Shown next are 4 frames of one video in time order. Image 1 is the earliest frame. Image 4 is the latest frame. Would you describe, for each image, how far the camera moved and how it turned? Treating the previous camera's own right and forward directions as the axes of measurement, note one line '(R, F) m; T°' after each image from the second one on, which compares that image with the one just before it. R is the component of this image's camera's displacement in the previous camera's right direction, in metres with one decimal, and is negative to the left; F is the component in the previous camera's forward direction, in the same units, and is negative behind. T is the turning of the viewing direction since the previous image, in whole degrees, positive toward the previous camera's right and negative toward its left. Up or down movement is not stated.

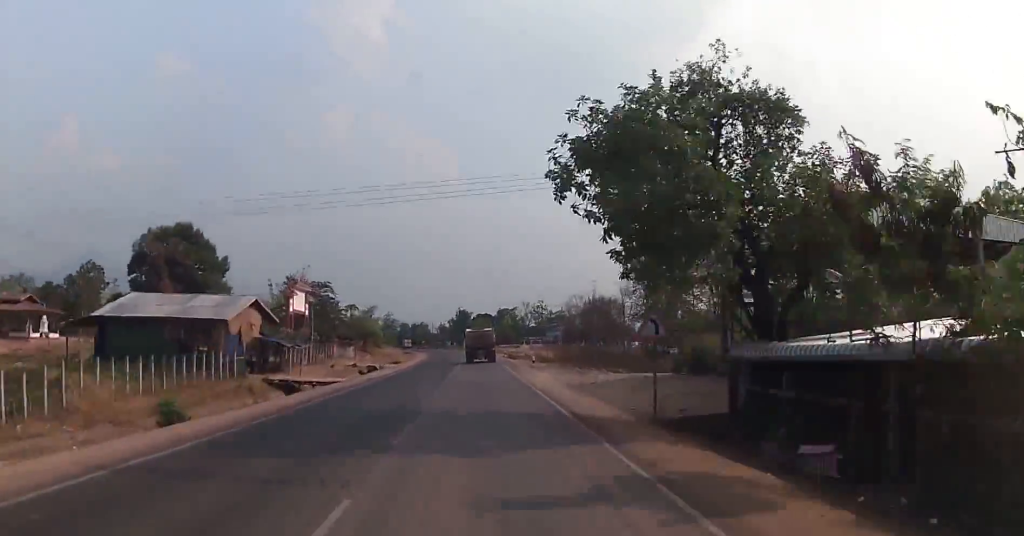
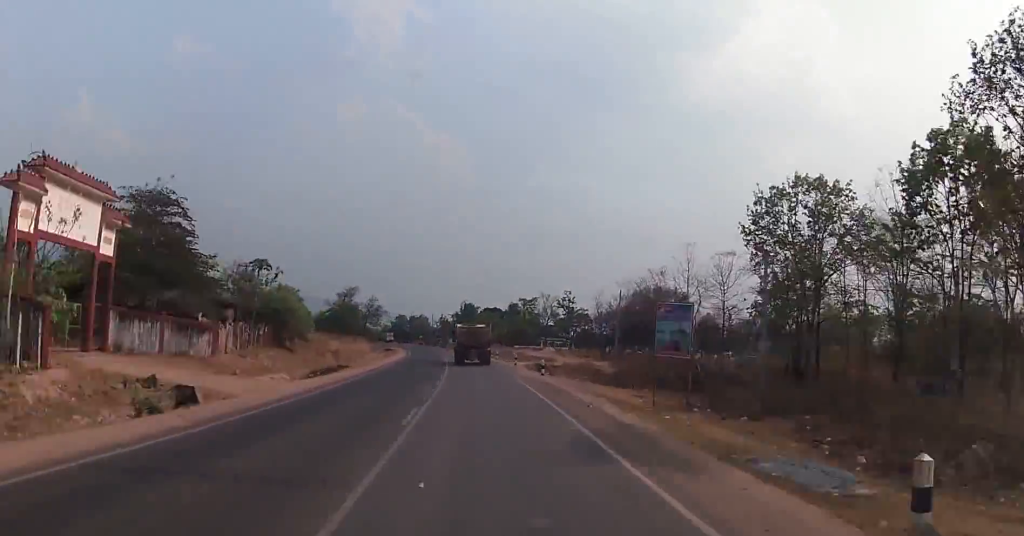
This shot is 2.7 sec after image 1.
(+0.1, +35.5) m; -1°
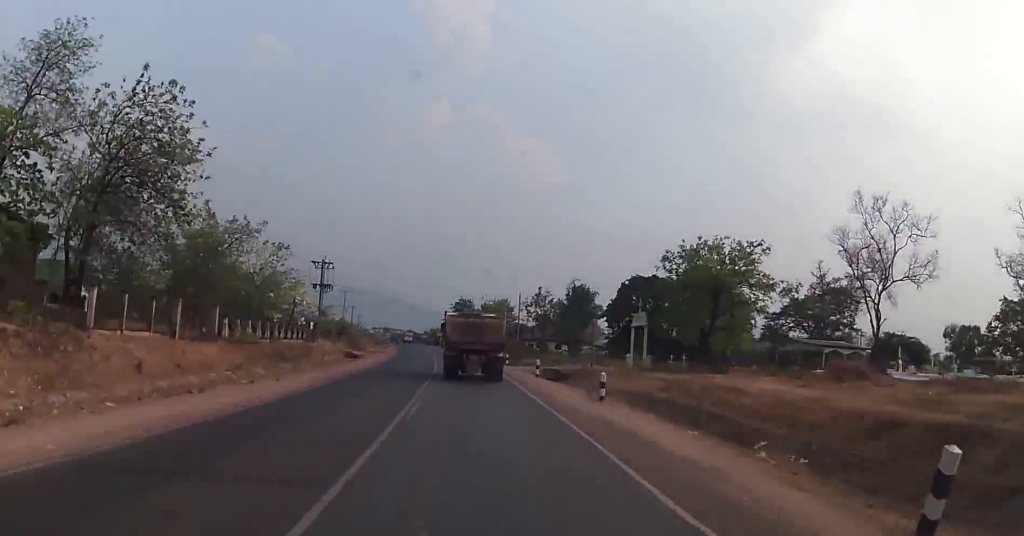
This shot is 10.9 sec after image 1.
(-6.1, +114.6) m; -7°
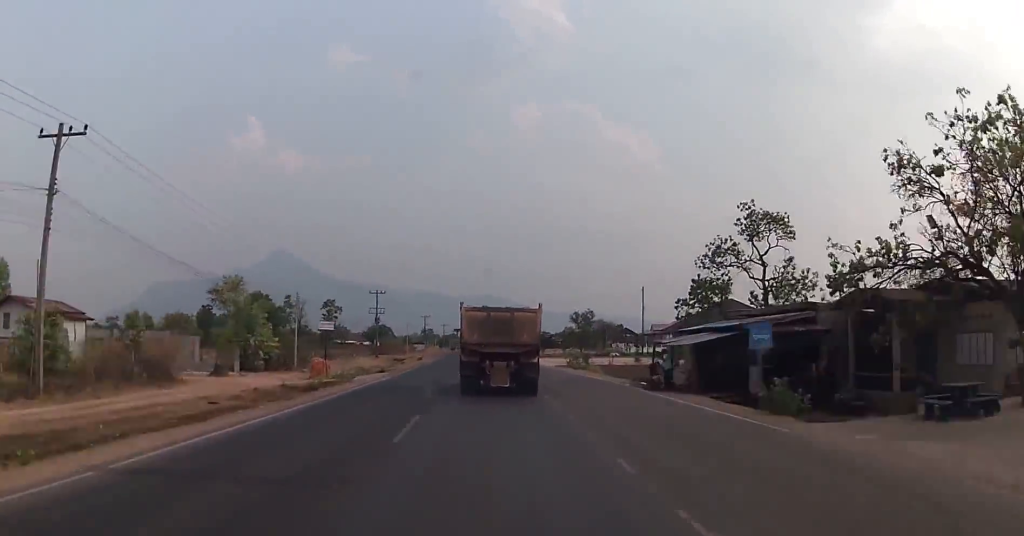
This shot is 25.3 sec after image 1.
(-19.8, +183.3) m; -9°
